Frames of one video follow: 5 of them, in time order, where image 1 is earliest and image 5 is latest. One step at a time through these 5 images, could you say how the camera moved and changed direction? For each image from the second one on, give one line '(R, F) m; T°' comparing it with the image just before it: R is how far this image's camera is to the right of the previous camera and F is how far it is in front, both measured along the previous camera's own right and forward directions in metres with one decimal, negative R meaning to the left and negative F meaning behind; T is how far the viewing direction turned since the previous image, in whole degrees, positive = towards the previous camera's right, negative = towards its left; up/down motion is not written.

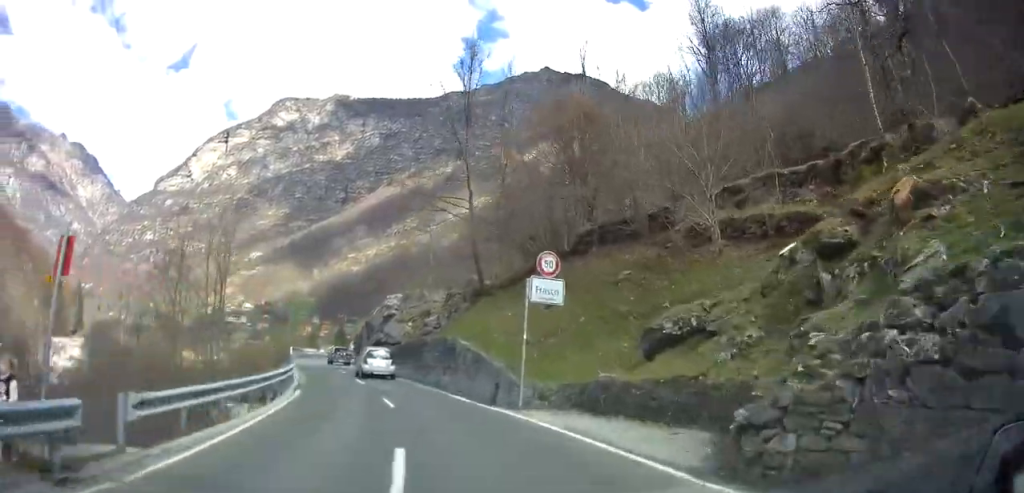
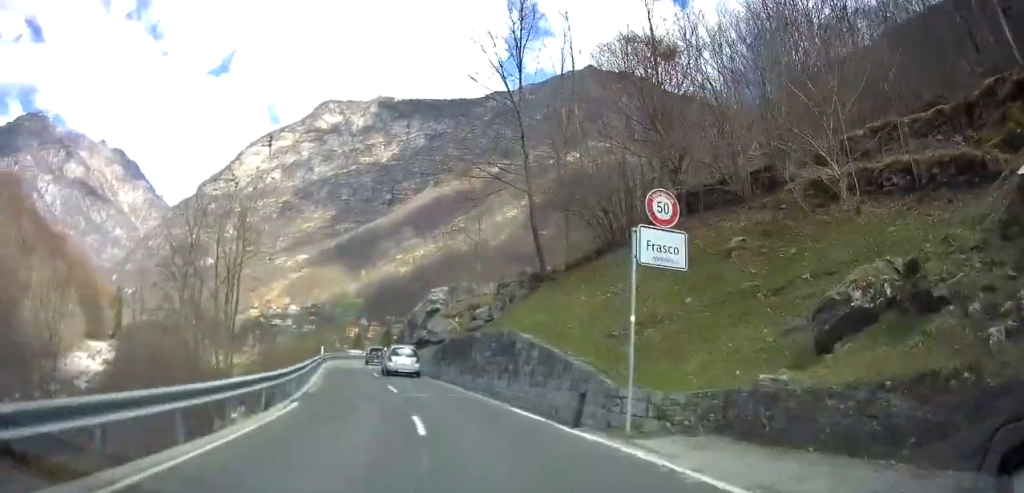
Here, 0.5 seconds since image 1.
(-0.2, +5.3) m; -4°
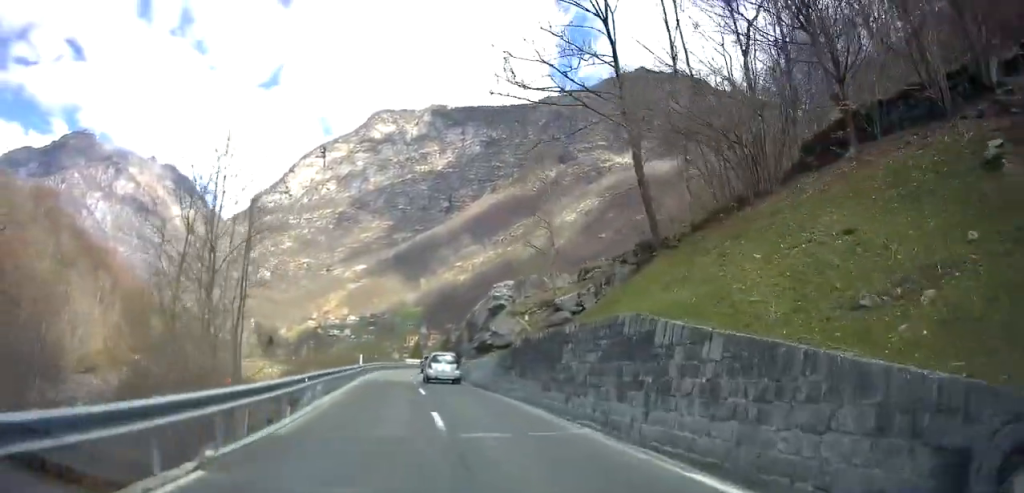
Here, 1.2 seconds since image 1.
(-0.4, +8.1) m; -6°
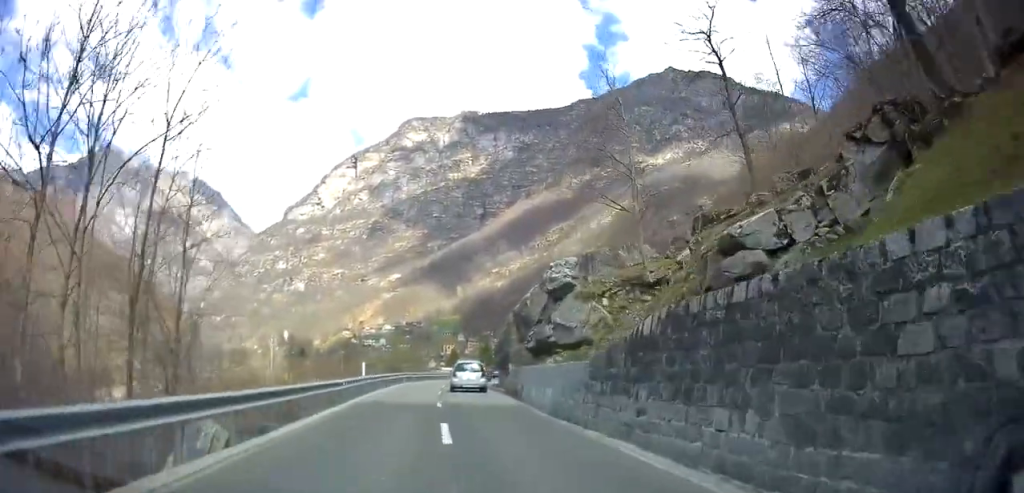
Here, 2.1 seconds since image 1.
(-1.0, +11.9) m; -7°
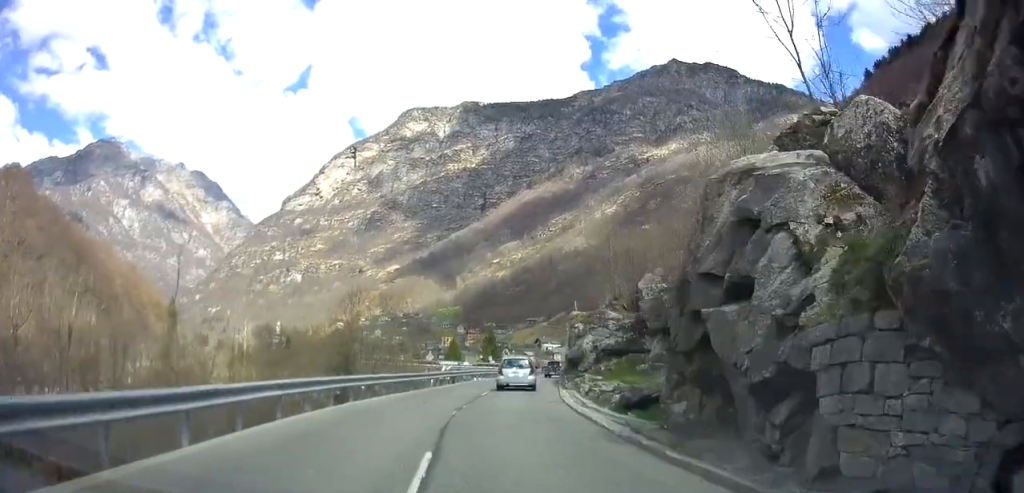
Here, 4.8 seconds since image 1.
(-0.8, +32.8) m; 0°
